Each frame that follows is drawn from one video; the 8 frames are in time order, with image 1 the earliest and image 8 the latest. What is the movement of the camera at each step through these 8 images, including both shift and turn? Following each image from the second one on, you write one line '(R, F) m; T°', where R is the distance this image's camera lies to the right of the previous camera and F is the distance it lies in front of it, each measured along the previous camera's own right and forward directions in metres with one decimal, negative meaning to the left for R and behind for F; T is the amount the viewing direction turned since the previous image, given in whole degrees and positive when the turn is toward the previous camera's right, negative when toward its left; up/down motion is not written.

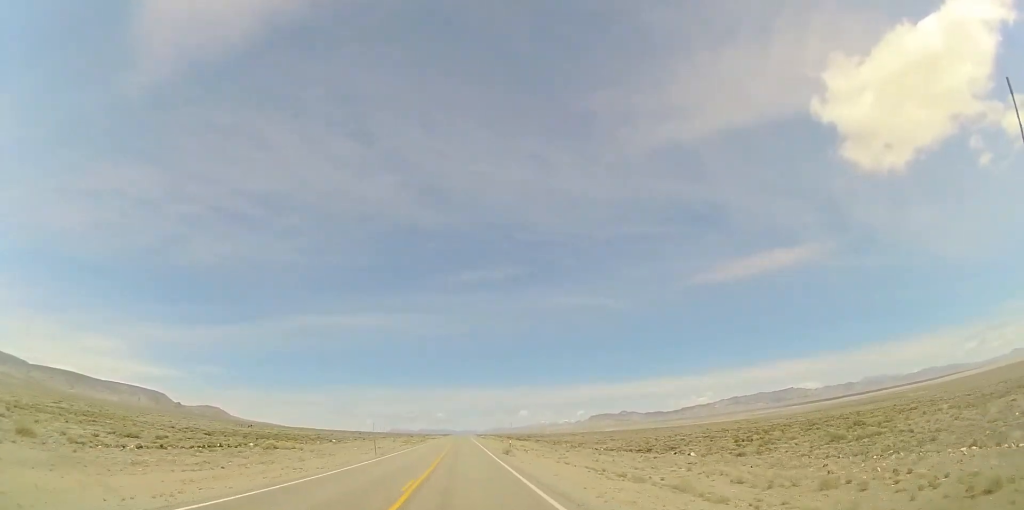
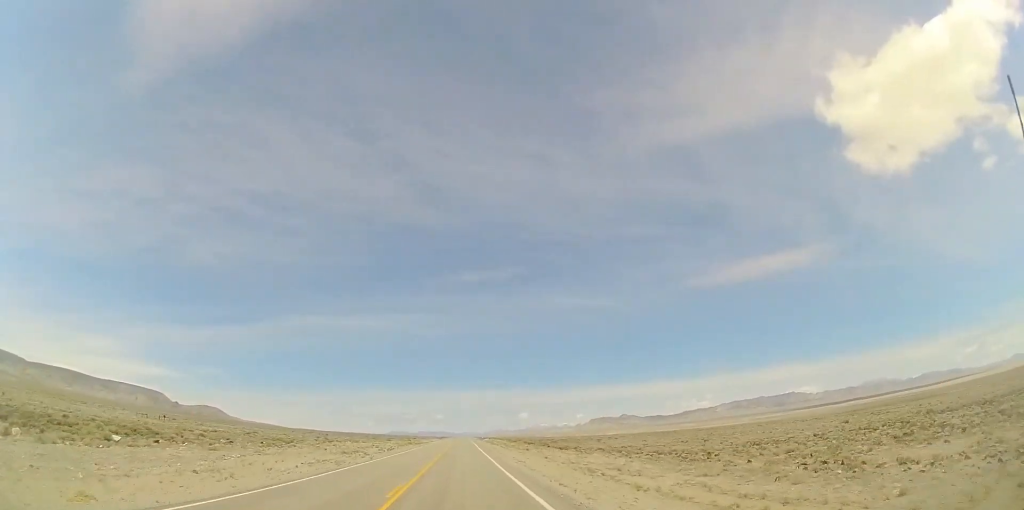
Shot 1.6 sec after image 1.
(+0.1, +50.0) m; 0°
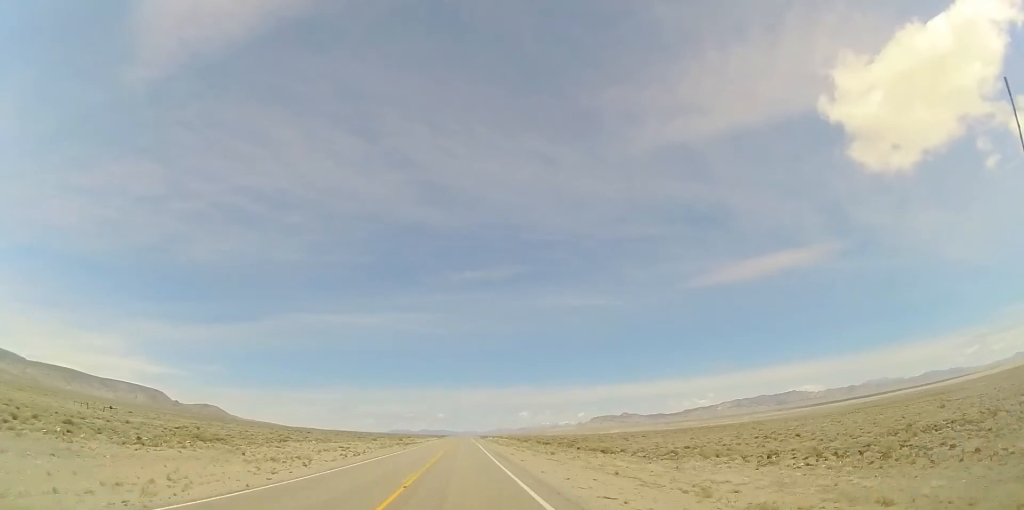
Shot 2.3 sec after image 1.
(-0.2, +20.3) m; -1°
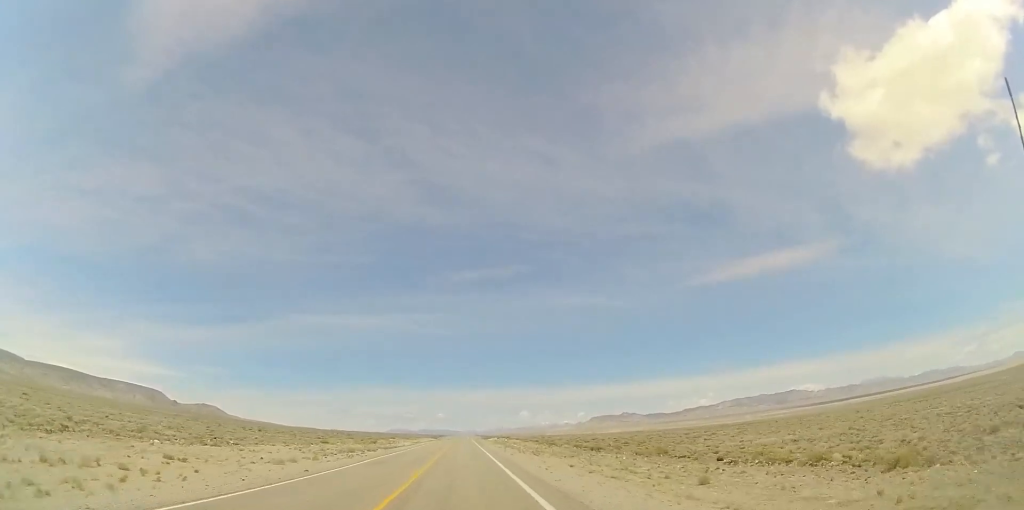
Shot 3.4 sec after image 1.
(-0.4, +34.5) m; 0°
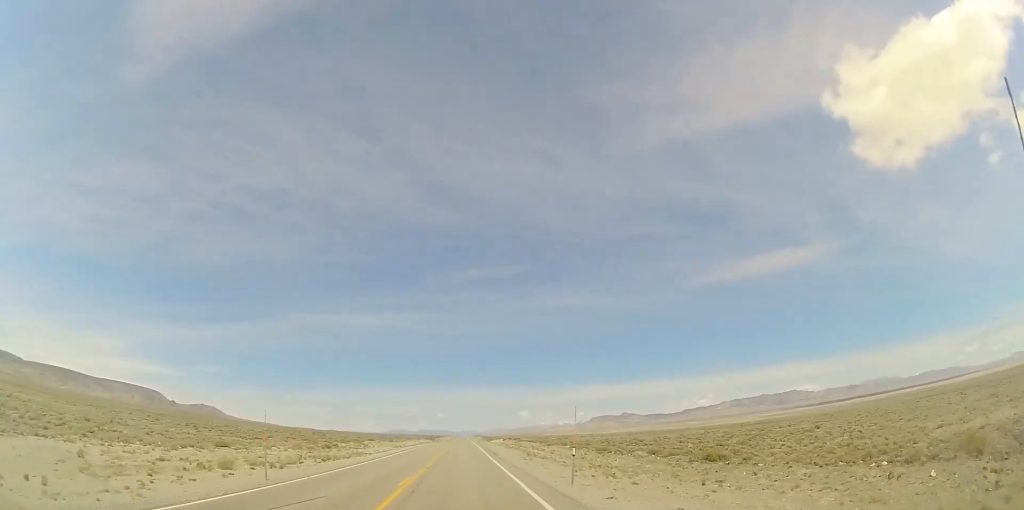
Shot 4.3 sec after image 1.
(+0.2, +27.4) m; +1°
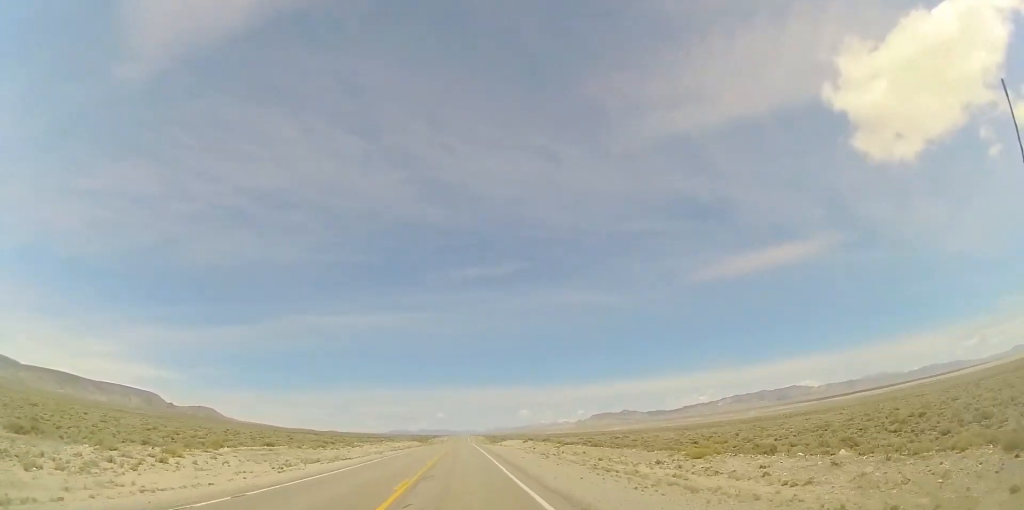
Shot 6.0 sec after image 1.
(+0.5, +49.9) m; +1°
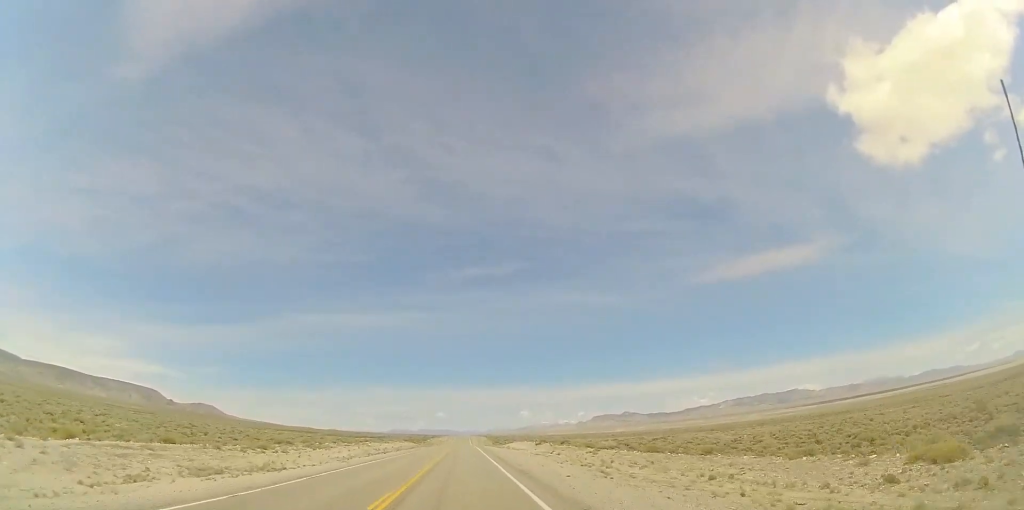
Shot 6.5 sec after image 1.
(0.0, +16.4) m; 0°
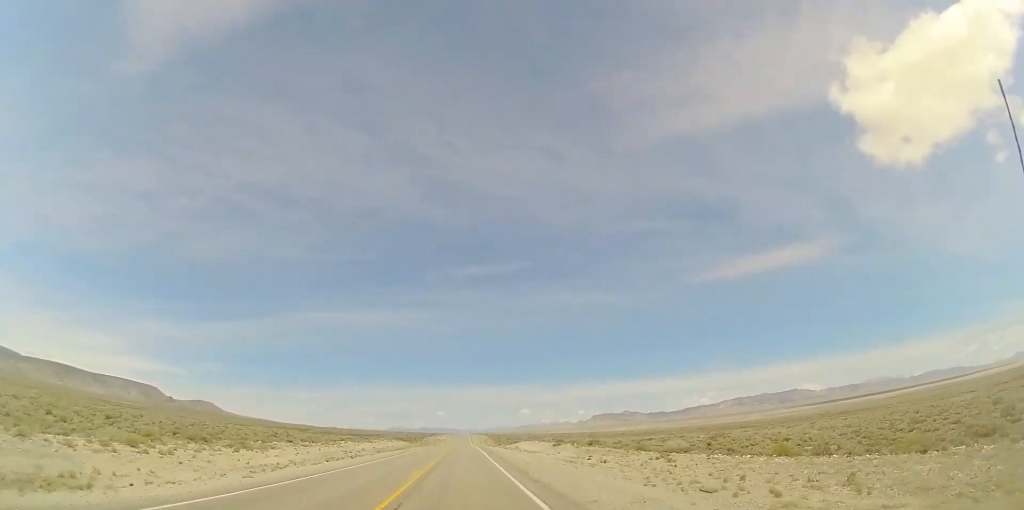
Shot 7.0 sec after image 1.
(0.0, +16.4) m; 0°
